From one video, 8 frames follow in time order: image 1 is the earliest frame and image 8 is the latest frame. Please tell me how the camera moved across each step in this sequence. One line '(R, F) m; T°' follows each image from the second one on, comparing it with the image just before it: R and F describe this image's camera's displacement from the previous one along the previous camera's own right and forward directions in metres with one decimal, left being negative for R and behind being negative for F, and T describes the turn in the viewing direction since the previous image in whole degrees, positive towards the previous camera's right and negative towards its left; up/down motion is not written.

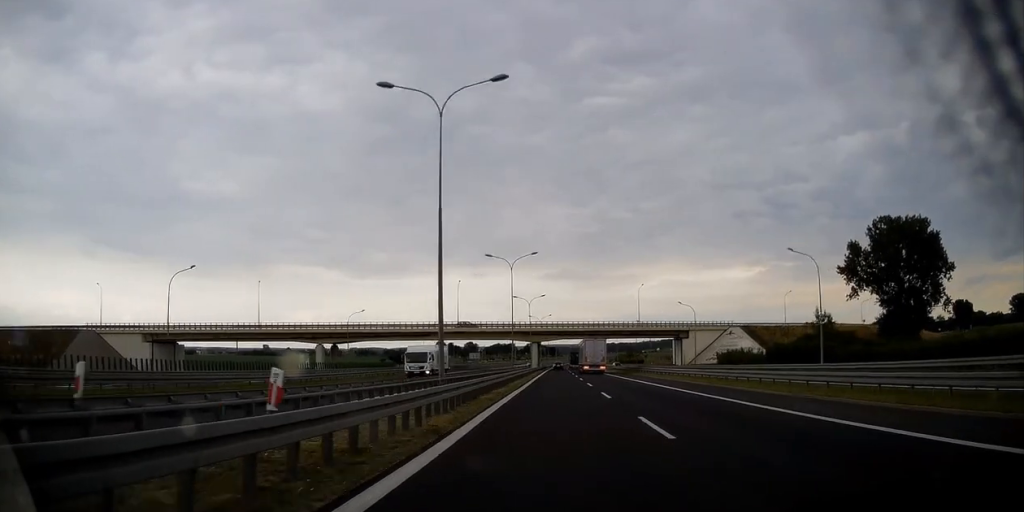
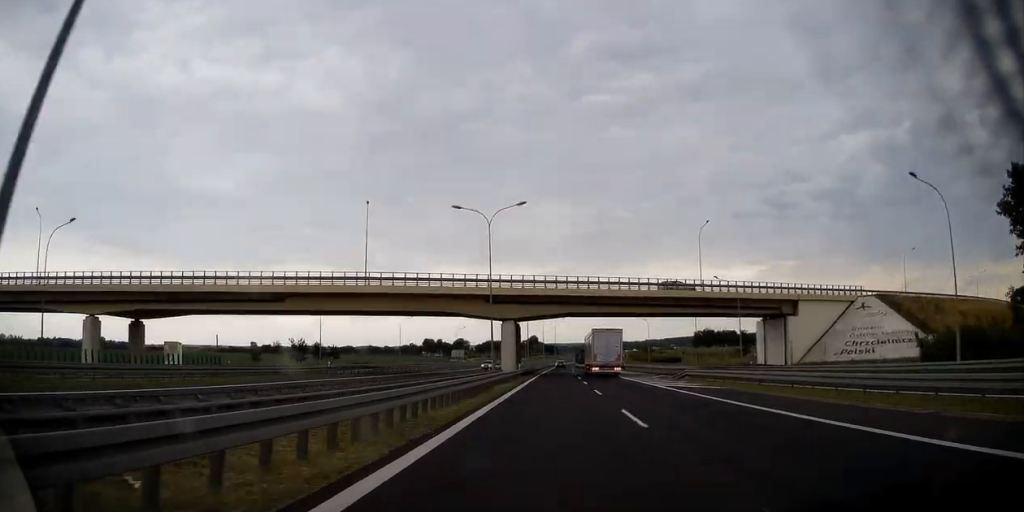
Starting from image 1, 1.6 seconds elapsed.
(+0.1, +57.7) m; 0°
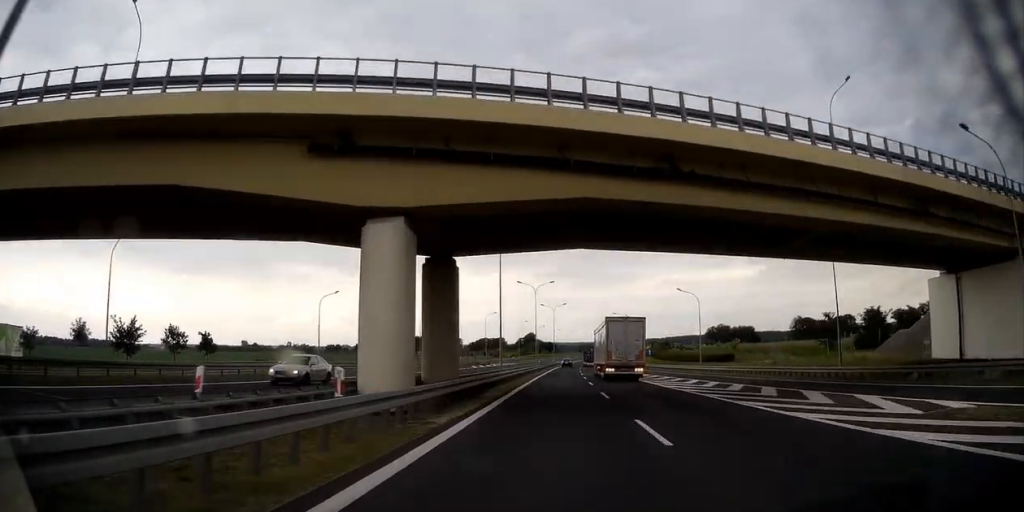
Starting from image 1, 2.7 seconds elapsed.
(+0.1, +39.0) m; 0°
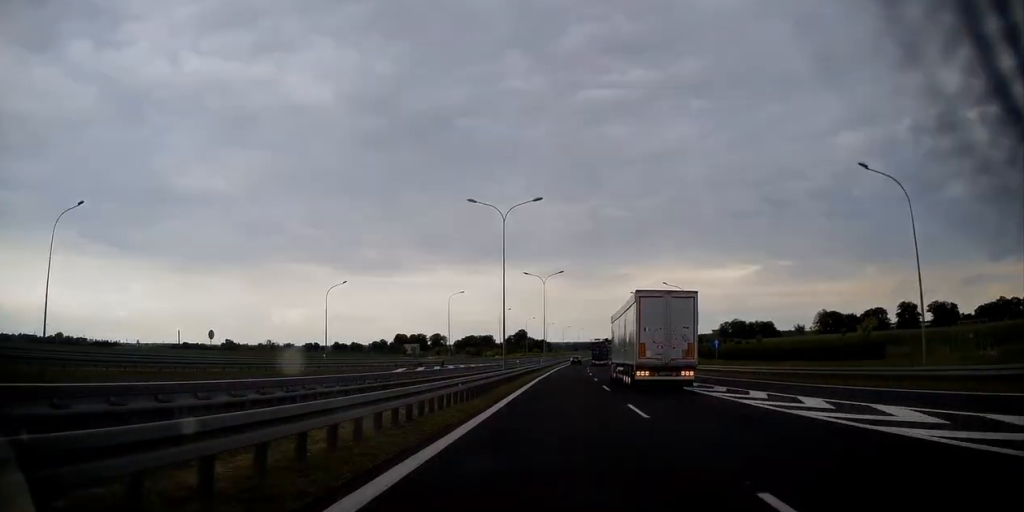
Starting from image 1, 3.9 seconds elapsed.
(+0.1, +44.1) m; 0°
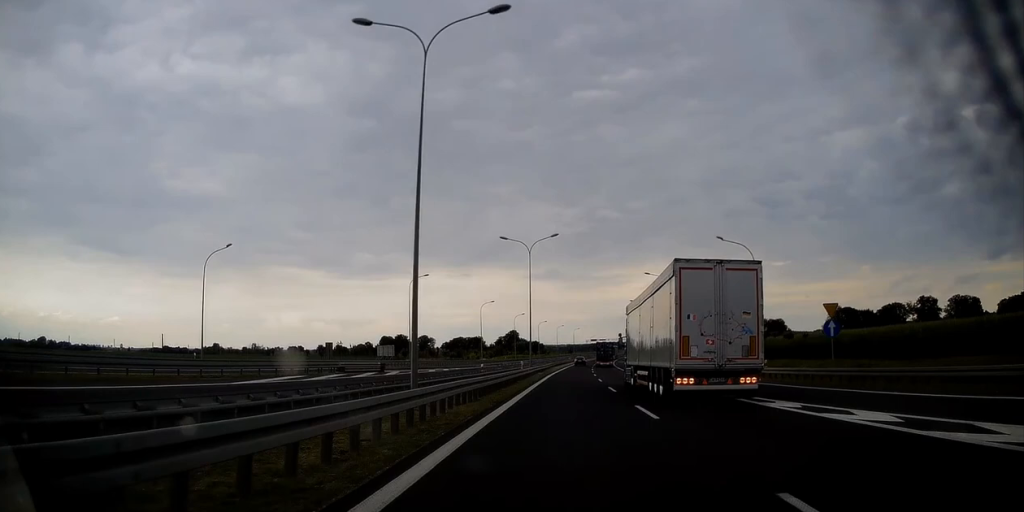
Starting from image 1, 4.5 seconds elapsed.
(0.0, +24.6) m; 0°
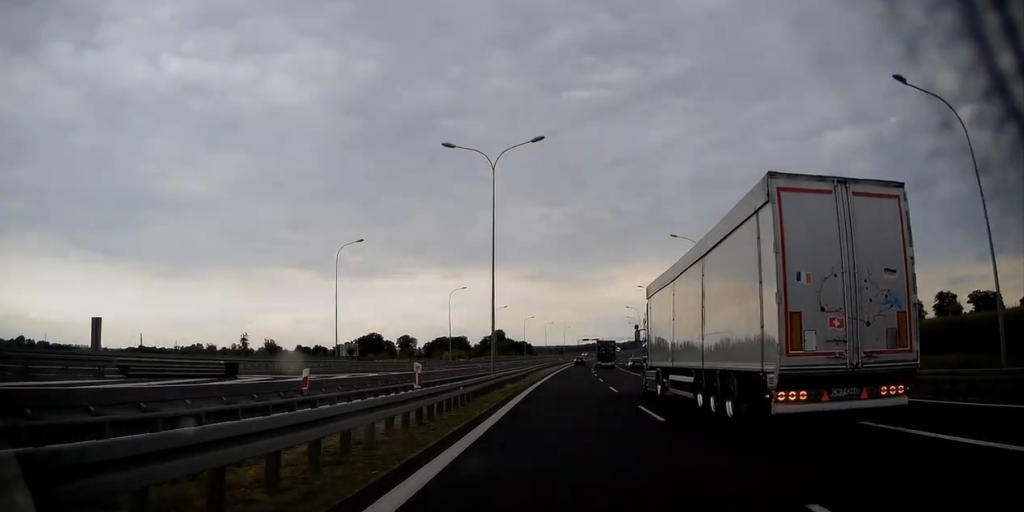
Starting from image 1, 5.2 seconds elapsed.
(+0.1, +23.4) m; +1°
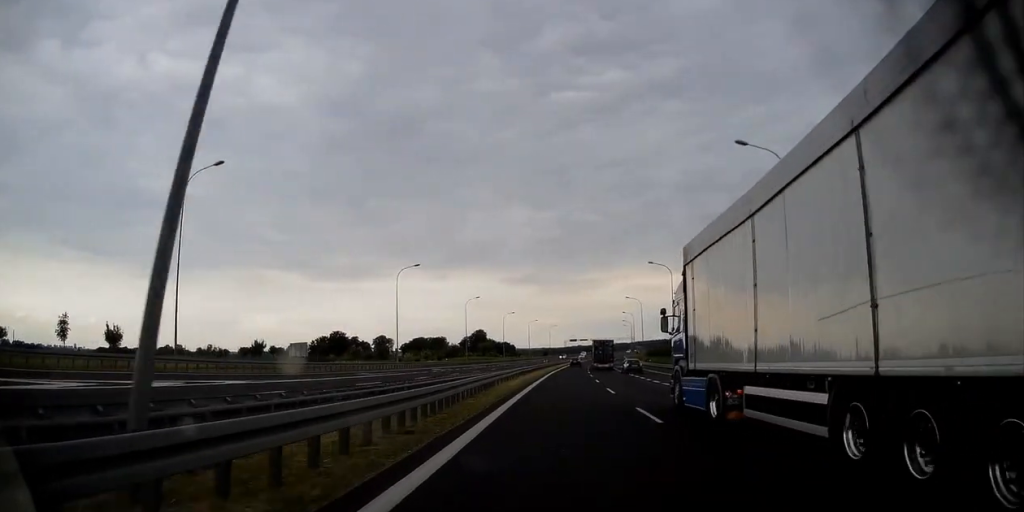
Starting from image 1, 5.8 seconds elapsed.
(+0.2, +24.7) m; +1°
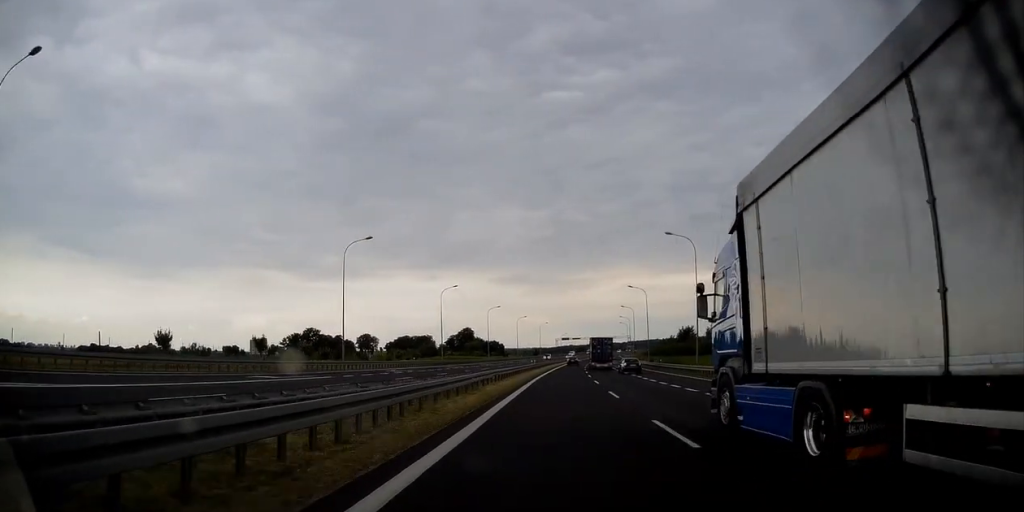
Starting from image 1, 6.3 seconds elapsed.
(+0.1, +16.0) m; +1°
